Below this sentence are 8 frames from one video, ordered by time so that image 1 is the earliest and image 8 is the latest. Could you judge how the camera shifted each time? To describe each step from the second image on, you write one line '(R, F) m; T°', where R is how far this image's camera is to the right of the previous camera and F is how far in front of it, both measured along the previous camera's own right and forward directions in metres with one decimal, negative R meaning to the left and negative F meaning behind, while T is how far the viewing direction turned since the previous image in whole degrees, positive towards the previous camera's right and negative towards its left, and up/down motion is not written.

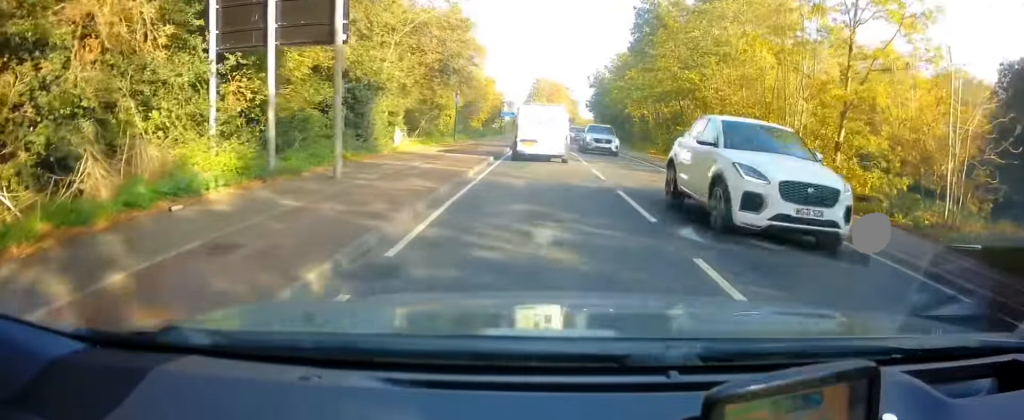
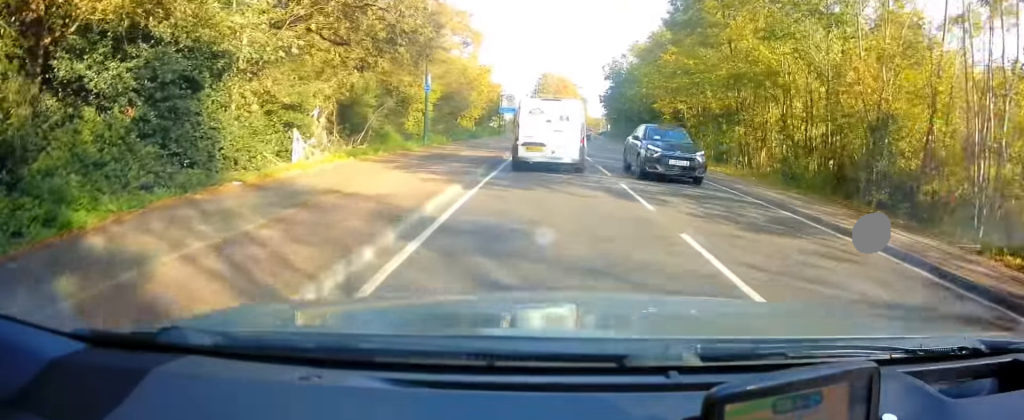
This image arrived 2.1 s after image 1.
(-0.6, +12.1) m; -3°
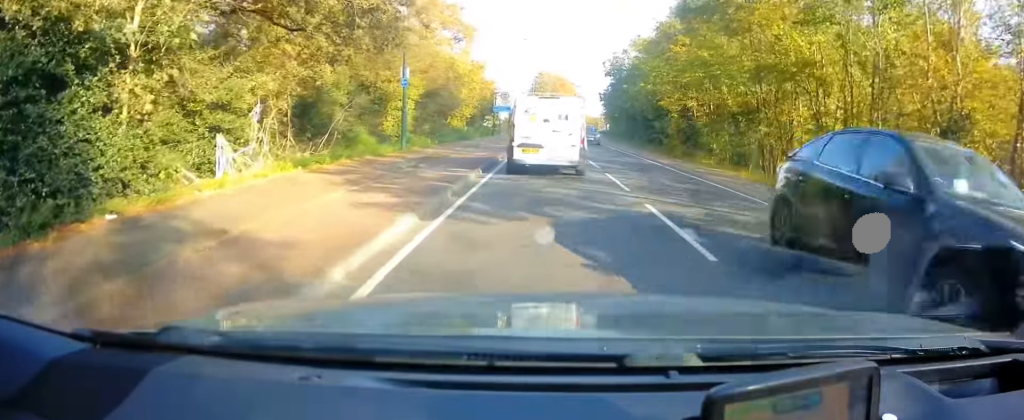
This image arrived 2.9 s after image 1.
(+0.1, +4.1) m; +2°
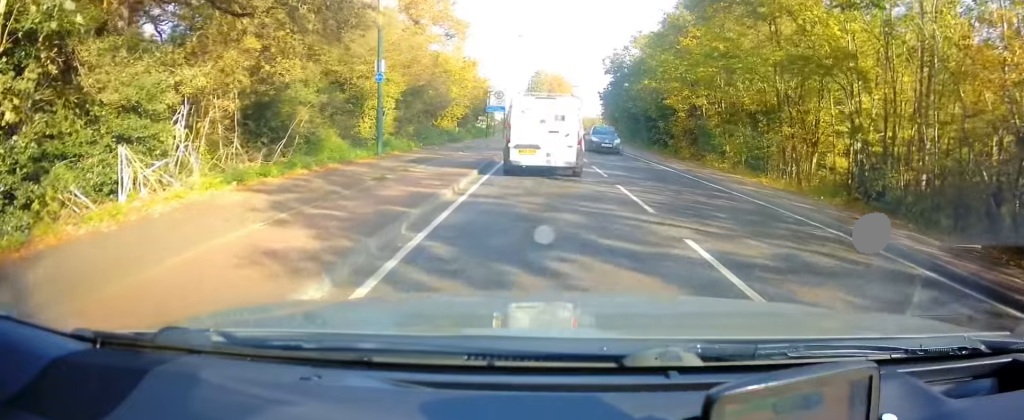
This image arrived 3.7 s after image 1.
(0.0, +3.5) m; +3°
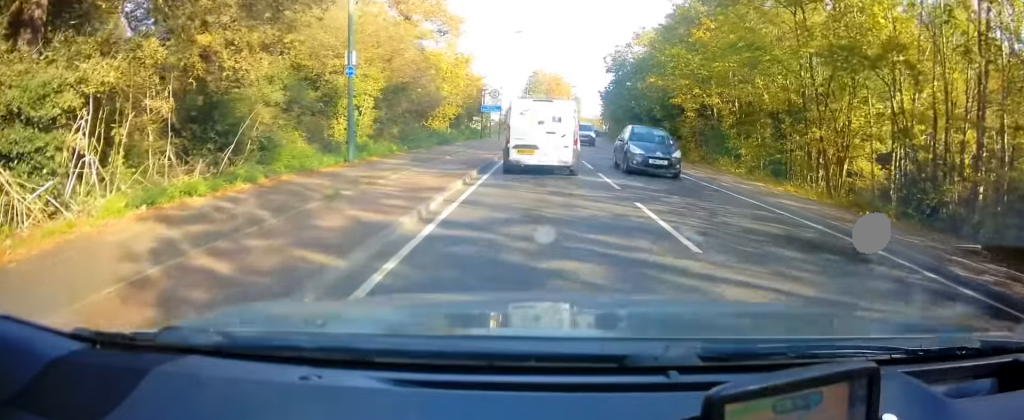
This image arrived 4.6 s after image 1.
(+0.1, +3.3) m; +4°
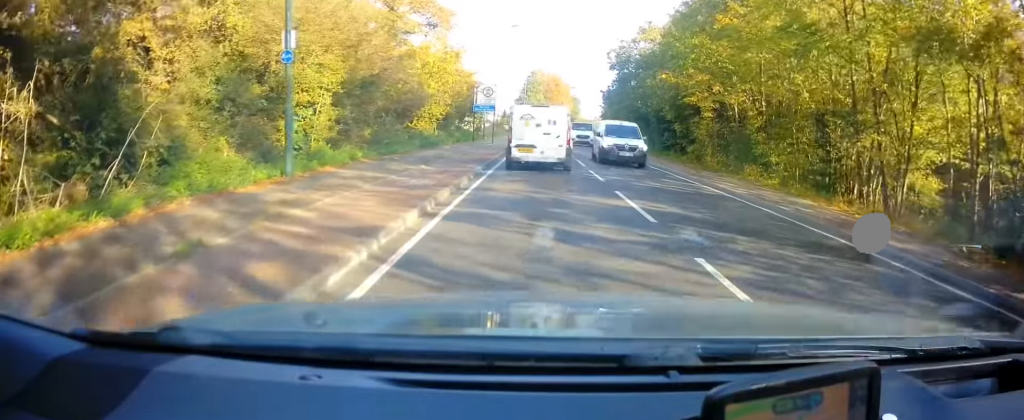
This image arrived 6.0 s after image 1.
(-0.1, +4.7) m; -5°
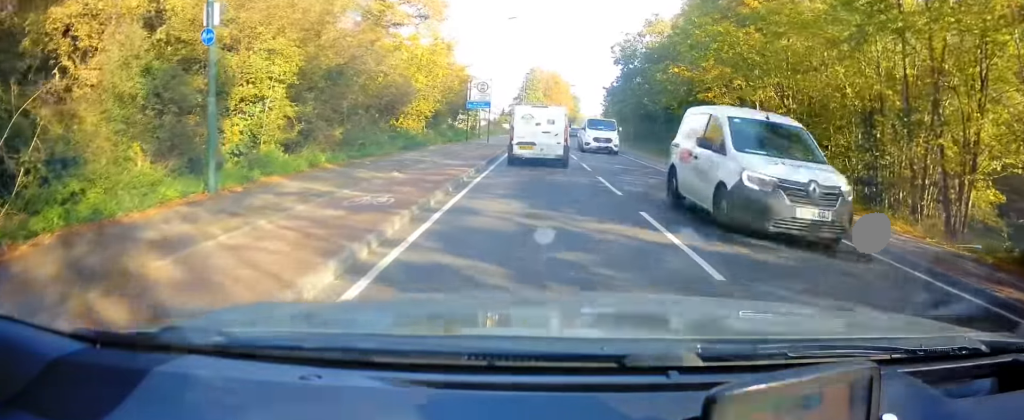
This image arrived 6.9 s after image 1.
(-0.1, +3.3) m; -2°
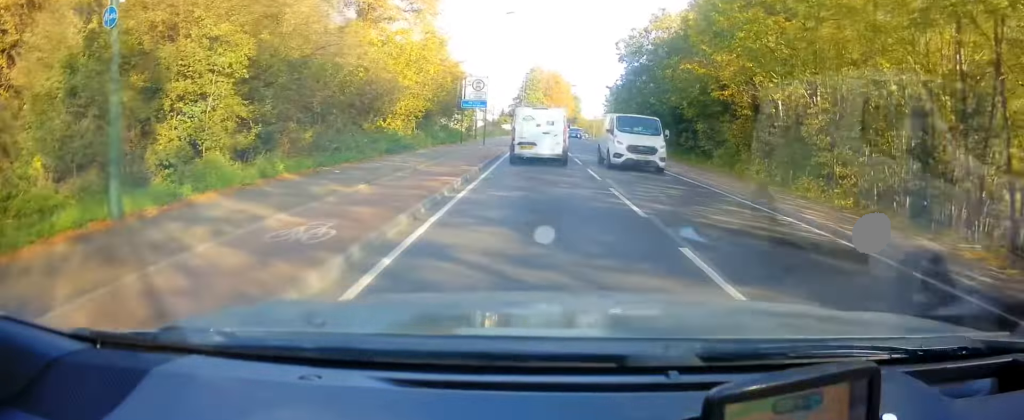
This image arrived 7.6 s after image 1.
(+0.1, +2.8) m; 0°
